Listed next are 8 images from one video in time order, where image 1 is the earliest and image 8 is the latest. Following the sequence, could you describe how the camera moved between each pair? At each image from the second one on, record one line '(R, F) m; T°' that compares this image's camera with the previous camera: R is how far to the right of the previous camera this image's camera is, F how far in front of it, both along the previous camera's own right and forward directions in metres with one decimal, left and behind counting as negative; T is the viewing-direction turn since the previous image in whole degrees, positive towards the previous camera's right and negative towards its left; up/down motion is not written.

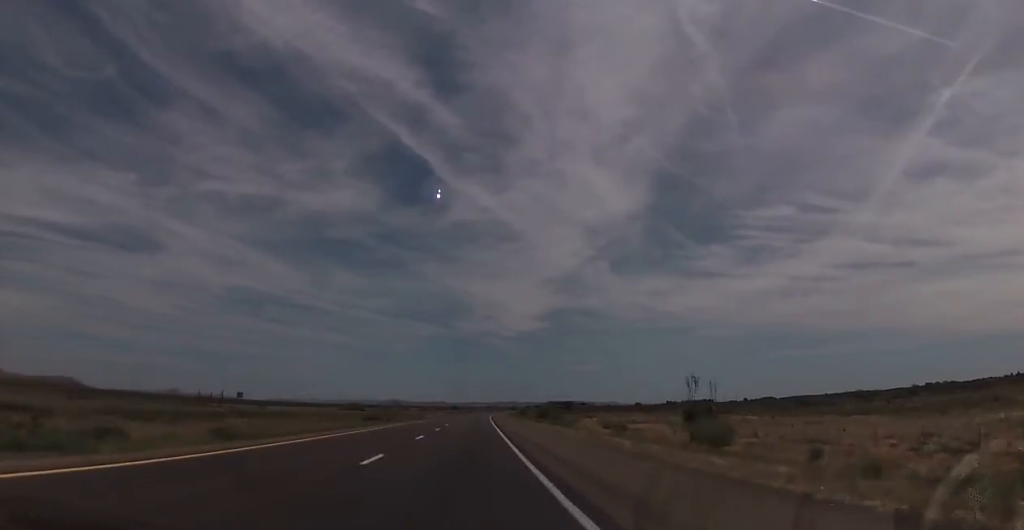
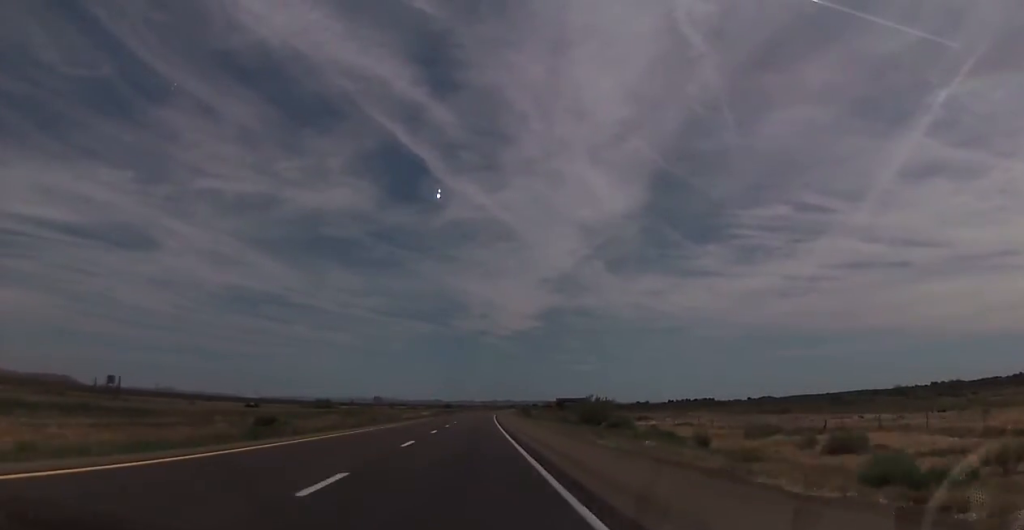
(+0.2, +54.7) m; +1°
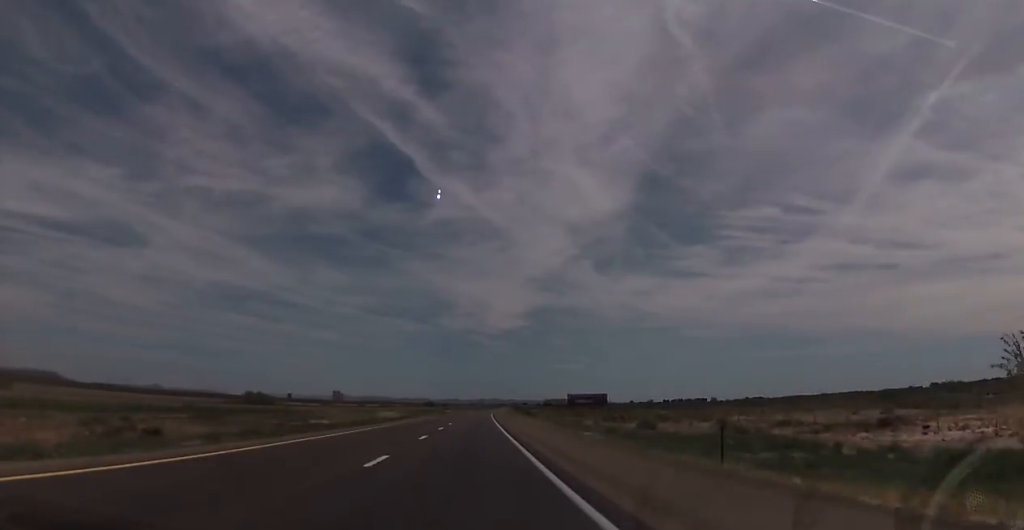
(+0.4, +69.1) m; 0°
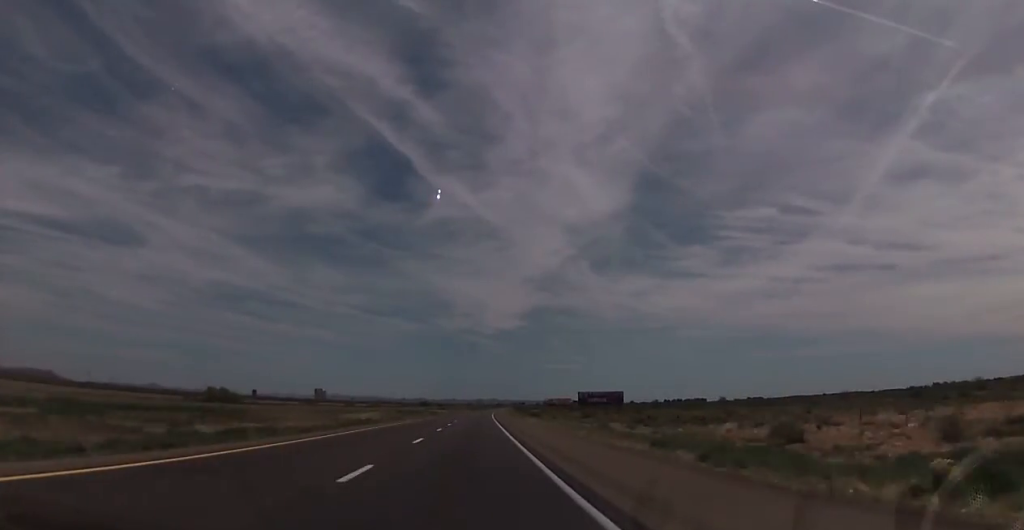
(-0.1, +27.3) m; +1°
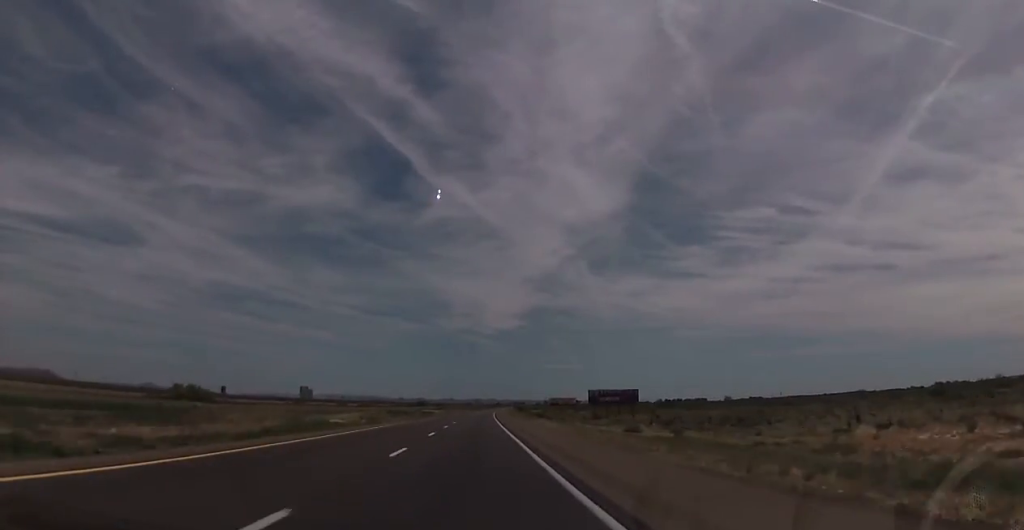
(+0.4, +18.6) m; 0°
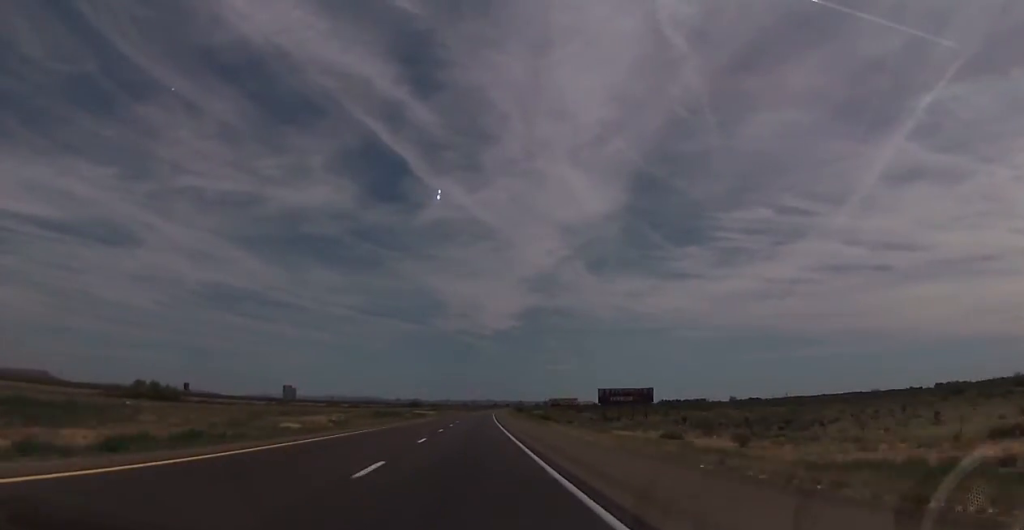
(+0.1, +16.7) m; 0°
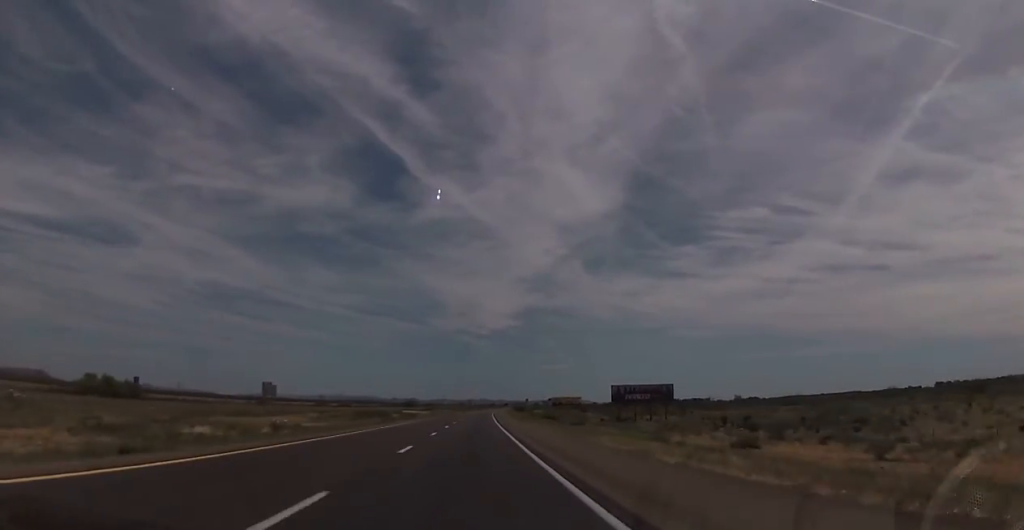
(-0.3, +17.4) m; 0°
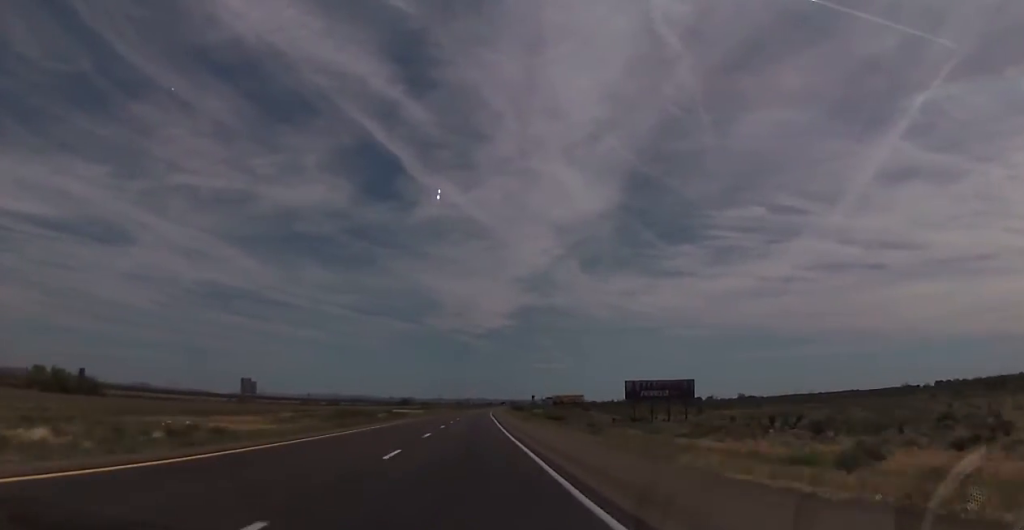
(+0.1, +14.5) m; 0°
